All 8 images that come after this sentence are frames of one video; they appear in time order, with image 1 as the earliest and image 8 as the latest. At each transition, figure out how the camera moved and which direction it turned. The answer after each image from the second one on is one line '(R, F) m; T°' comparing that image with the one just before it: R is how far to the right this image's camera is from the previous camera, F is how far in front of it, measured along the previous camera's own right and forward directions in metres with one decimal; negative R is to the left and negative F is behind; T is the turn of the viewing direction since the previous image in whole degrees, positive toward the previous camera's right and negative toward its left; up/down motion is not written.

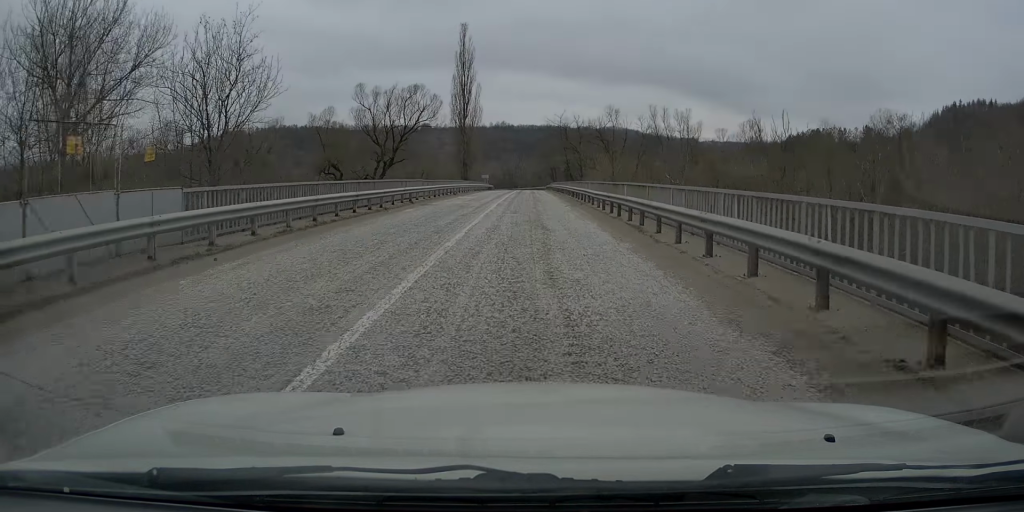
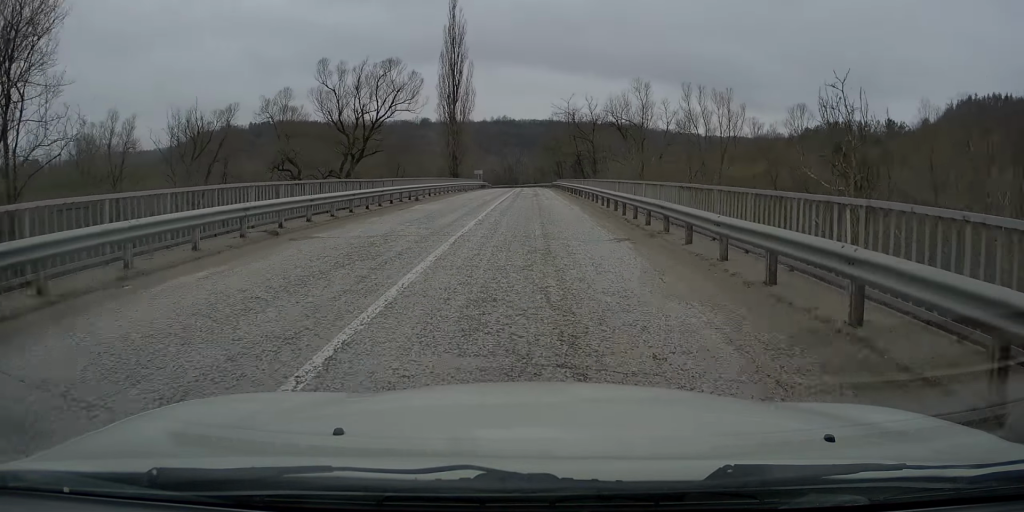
(+0.3, +16.0) m; 0°
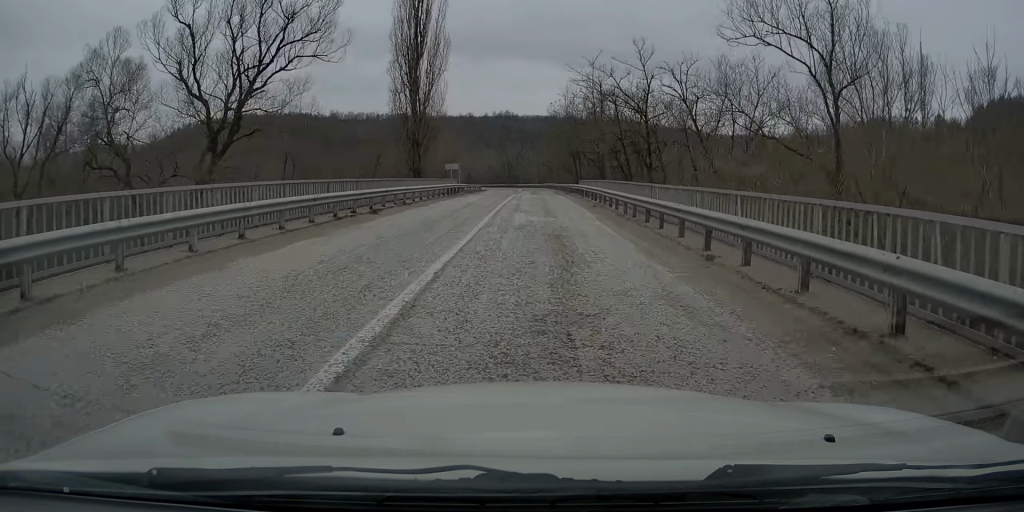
(-0.6, +31.5) m; -1°
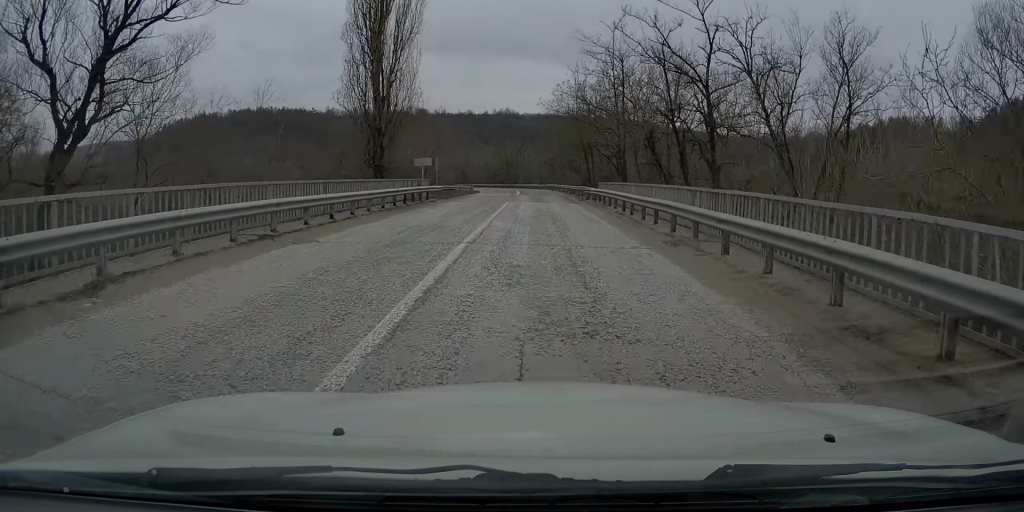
(+0.1, +14.1) m; 0°
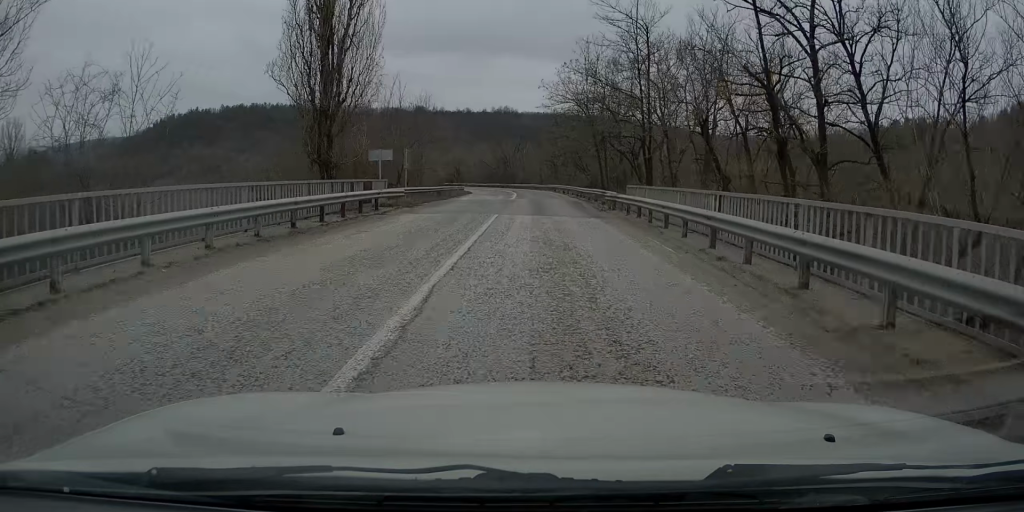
(0.0, +10.4) m; 0°
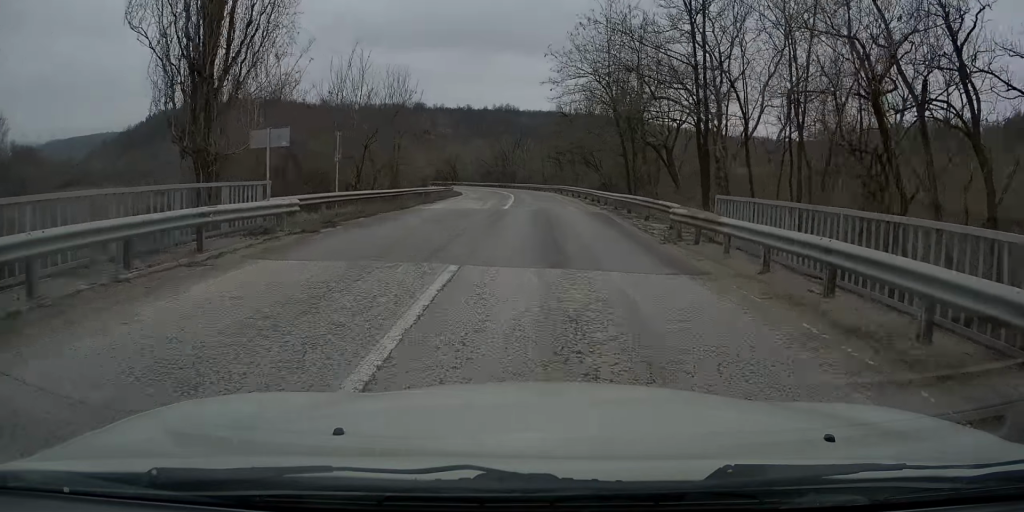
(0.0, +11.8) m; 0°
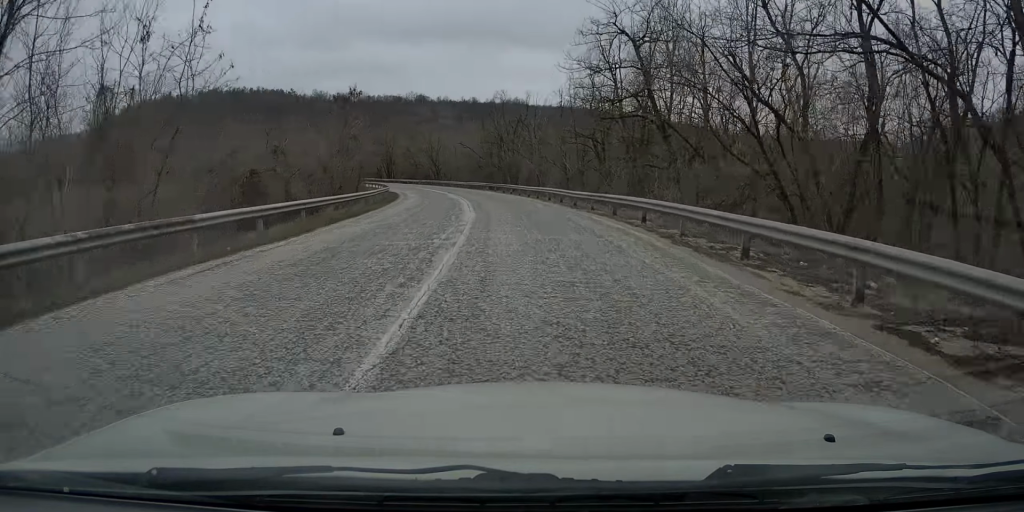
(-0.1, +40.3) m; 0°
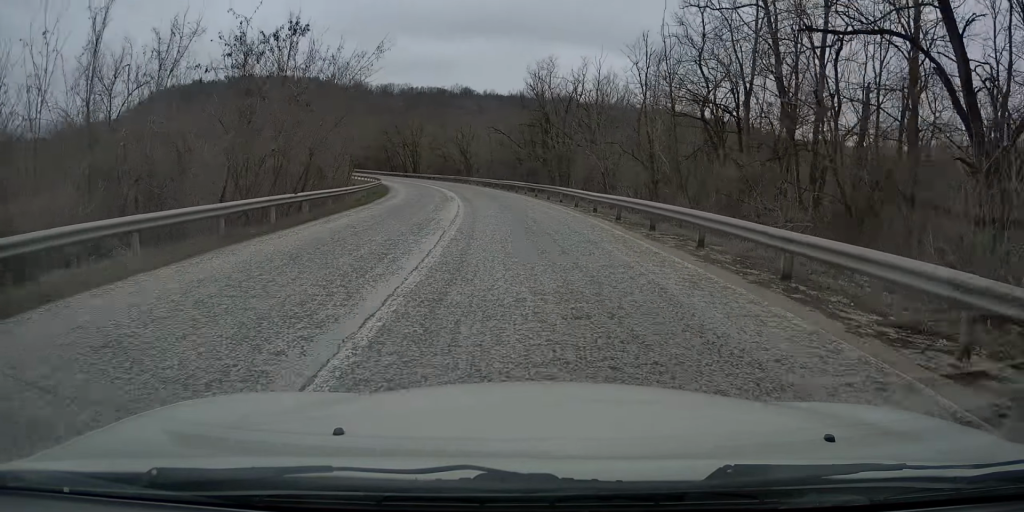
(0.0, +21.1) m; -2°
